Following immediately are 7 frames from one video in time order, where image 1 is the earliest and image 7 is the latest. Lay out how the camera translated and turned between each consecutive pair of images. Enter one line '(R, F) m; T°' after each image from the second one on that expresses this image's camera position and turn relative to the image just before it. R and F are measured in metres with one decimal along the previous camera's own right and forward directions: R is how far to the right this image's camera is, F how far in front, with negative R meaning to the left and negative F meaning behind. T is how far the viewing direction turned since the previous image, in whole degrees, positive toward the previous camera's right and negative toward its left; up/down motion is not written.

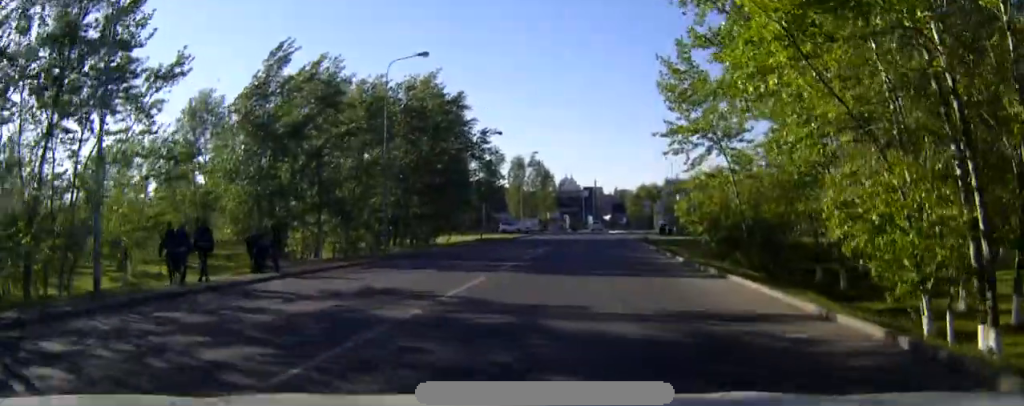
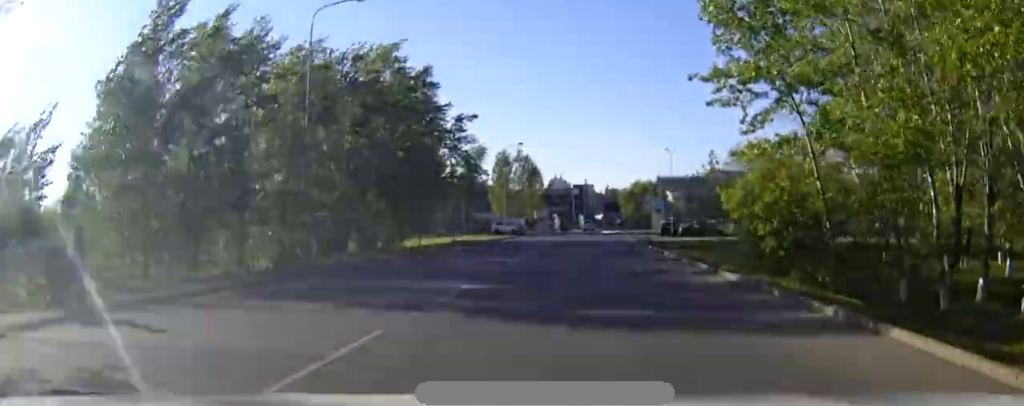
(+0.2, +10.5) m; +2°
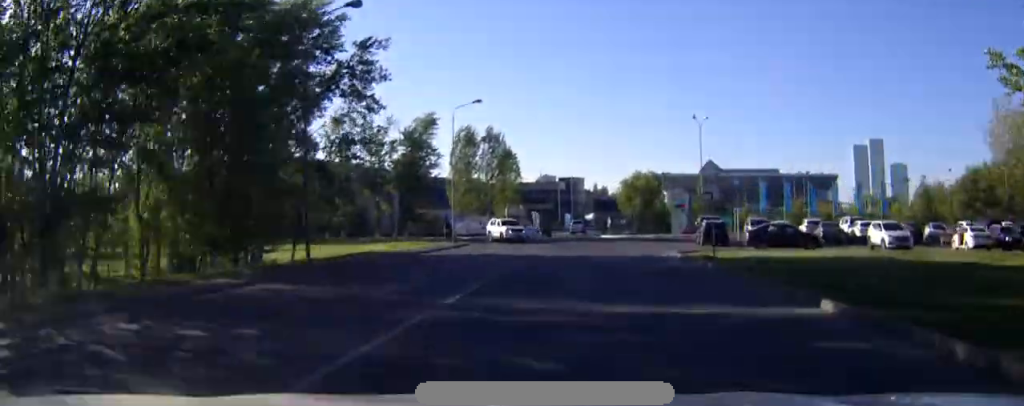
(+0.2, +29.3) m; 0°
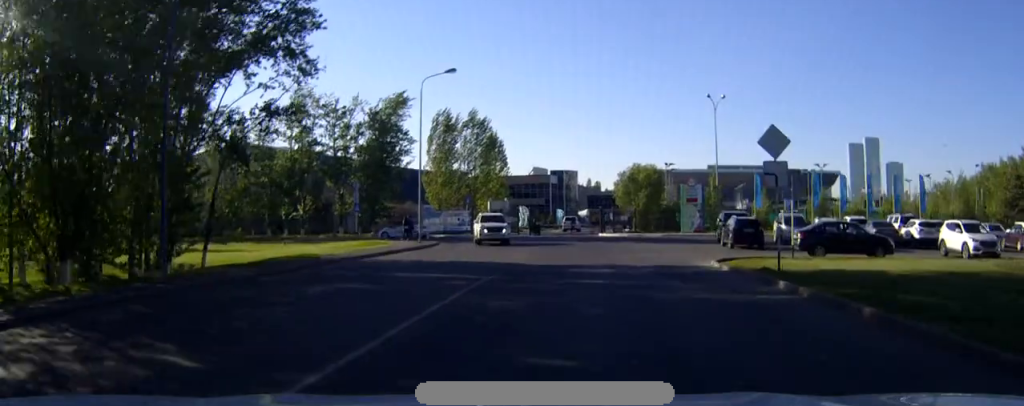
(0.0, +9.6) m; 0°
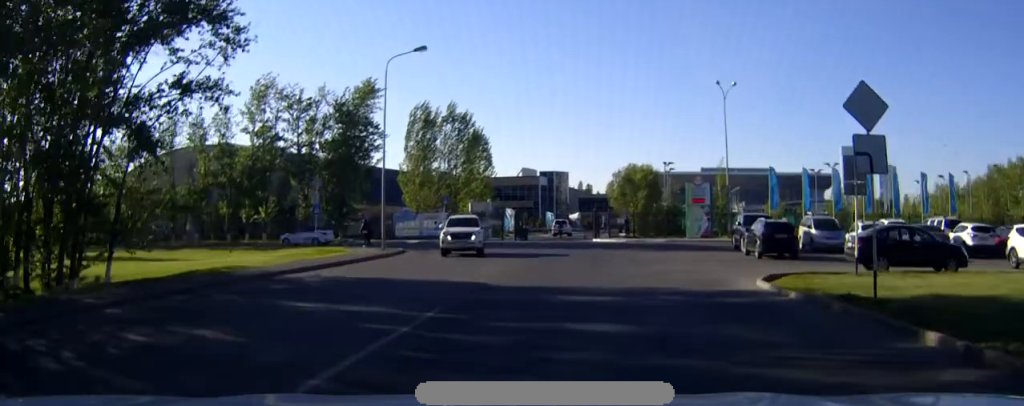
(0.0, +6.7) m; +1°
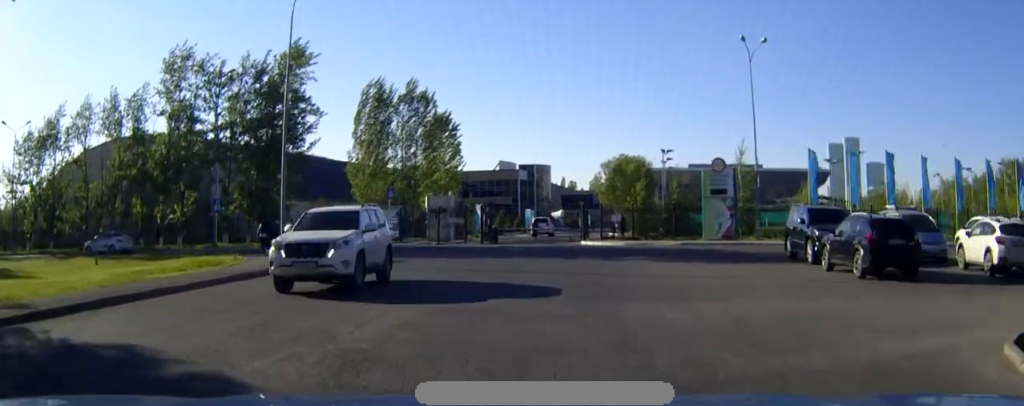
(+0.3, +11.6) m; 0°
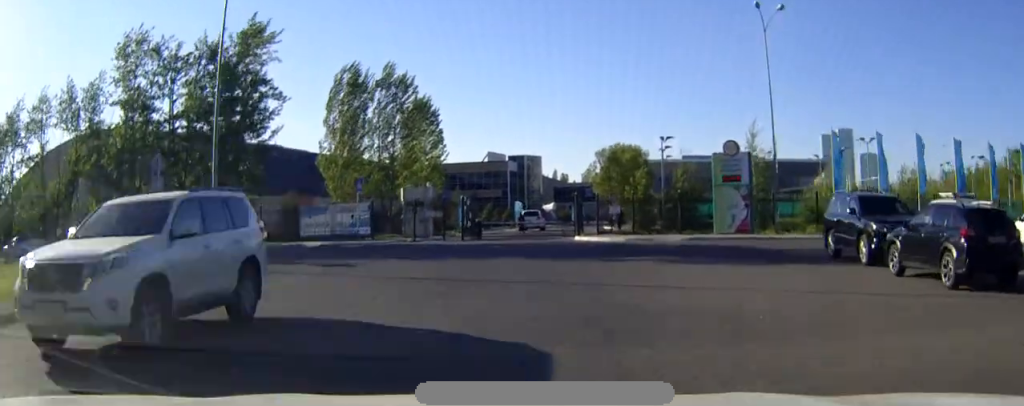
(0.0, +4.8) m; -3°
